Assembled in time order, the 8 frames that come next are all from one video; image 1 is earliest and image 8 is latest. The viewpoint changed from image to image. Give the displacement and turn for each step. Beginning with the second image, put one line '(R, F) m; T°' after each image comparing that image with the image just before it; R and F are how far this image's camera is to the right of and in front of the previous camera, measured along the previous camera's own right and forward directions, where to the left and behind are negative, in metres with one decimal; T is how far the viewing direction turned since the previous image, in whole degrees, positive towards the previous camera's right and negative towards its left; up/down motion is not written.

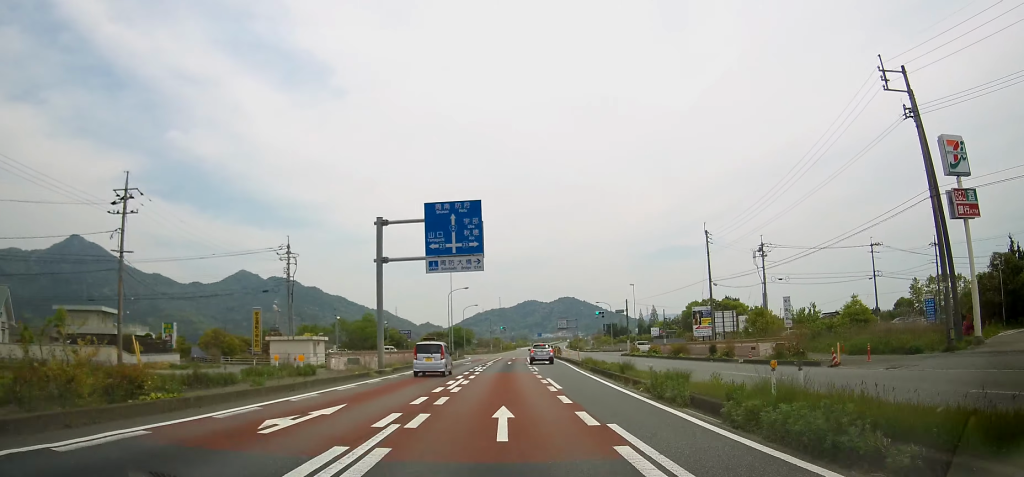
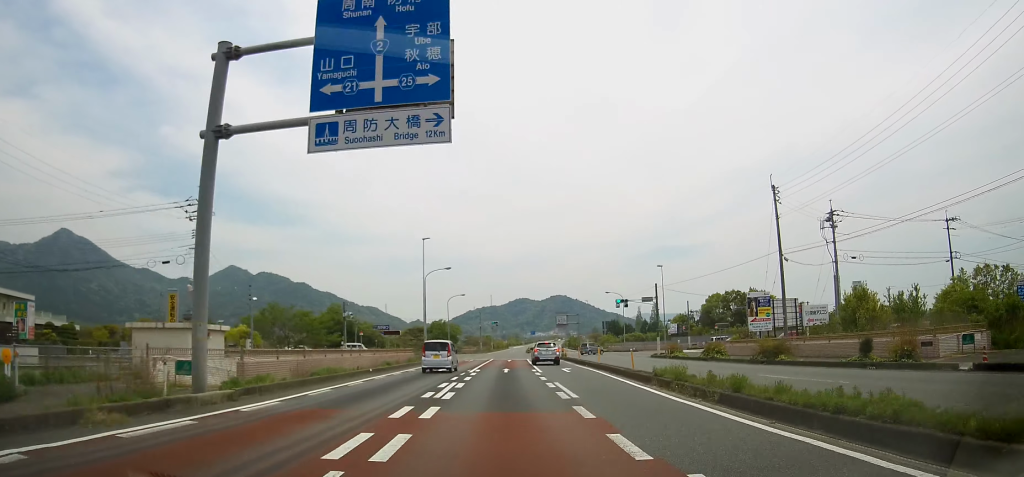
(+0.1, +18.9) m; +1°
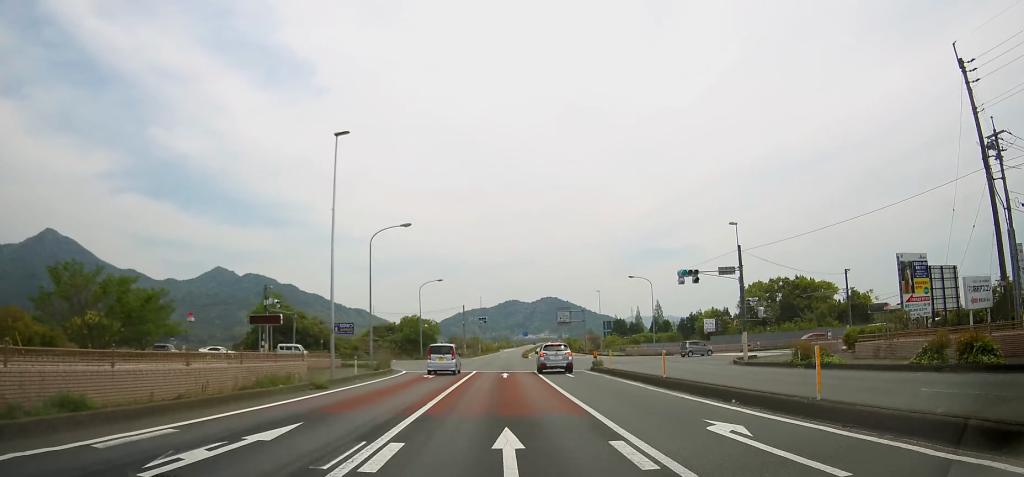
(+0.4, +24.2) m; +1°
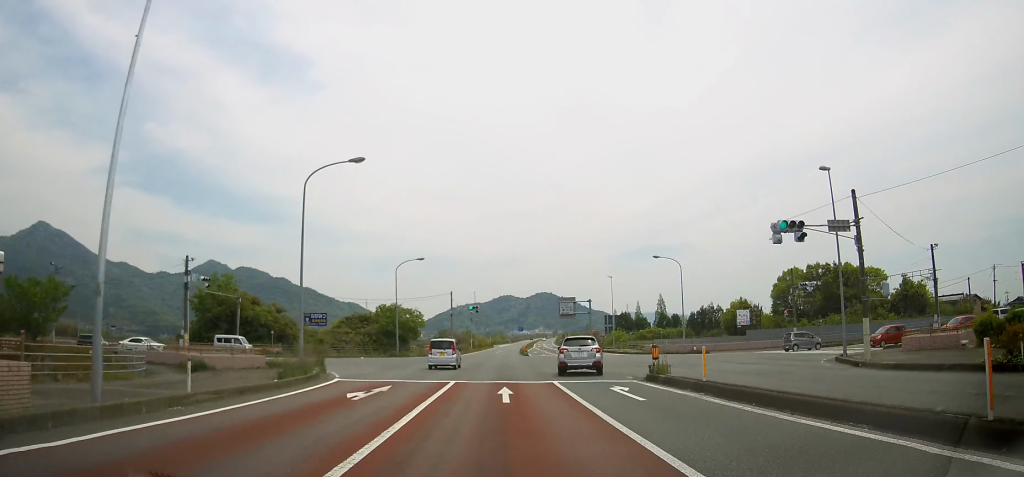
(+0.1, +14.0) m; 0°
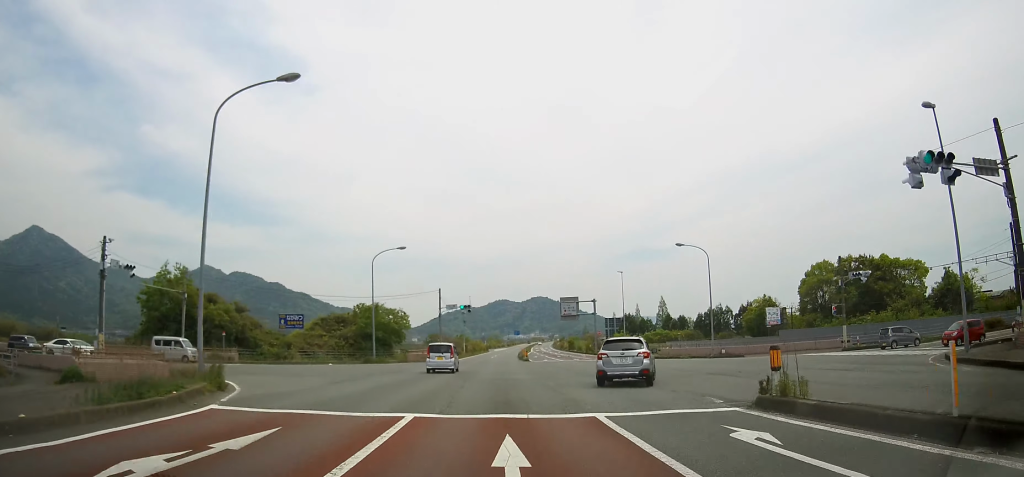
(+0.1, +9.4) m; 0°
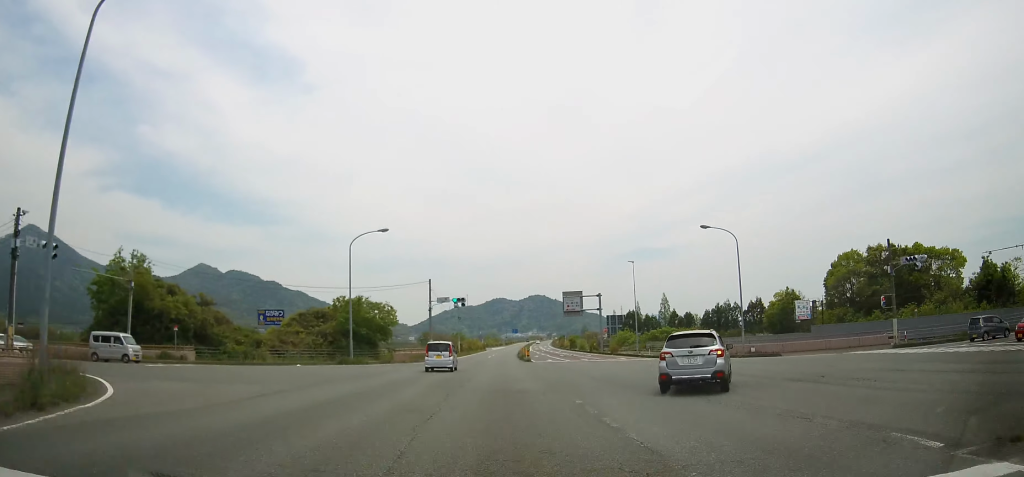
(0.0, +7.1) m; 0°
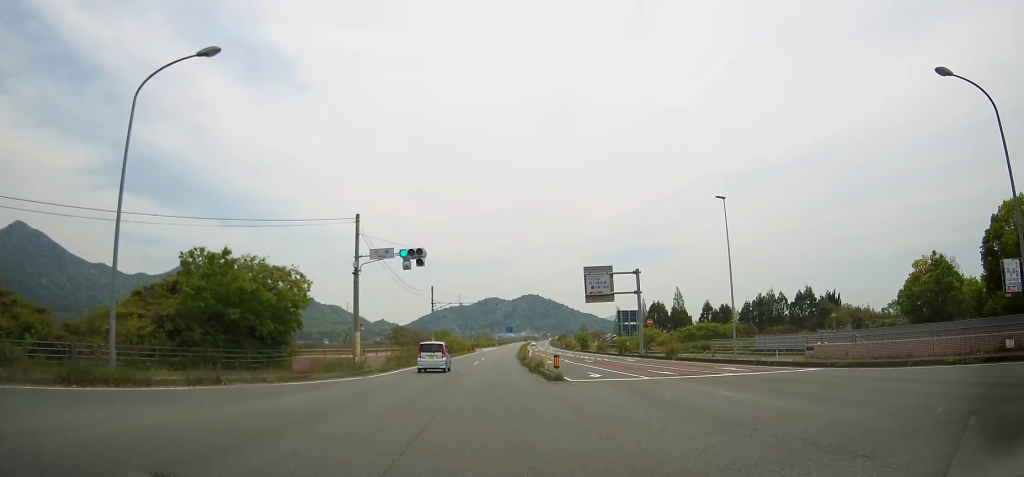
(+0.2, +27.4) m; +1°
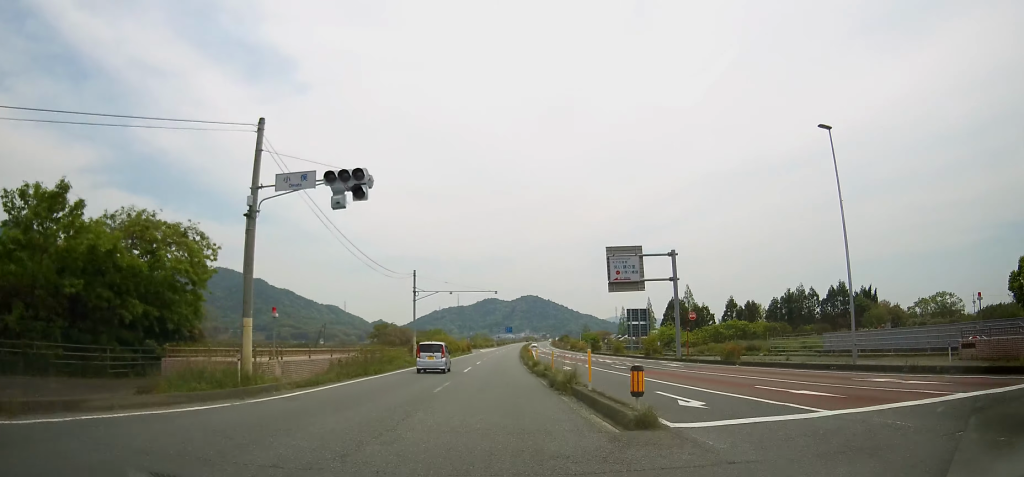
(0.0, +12.7) m; 0°
